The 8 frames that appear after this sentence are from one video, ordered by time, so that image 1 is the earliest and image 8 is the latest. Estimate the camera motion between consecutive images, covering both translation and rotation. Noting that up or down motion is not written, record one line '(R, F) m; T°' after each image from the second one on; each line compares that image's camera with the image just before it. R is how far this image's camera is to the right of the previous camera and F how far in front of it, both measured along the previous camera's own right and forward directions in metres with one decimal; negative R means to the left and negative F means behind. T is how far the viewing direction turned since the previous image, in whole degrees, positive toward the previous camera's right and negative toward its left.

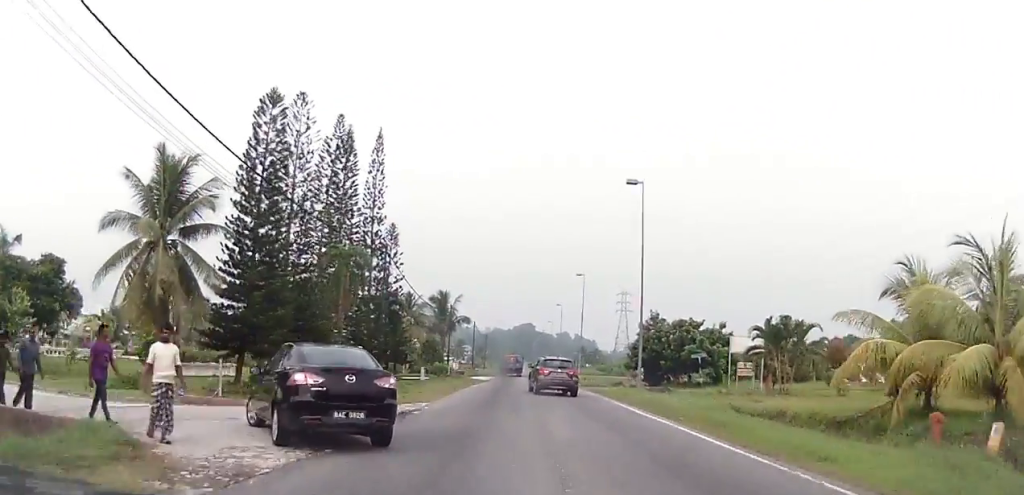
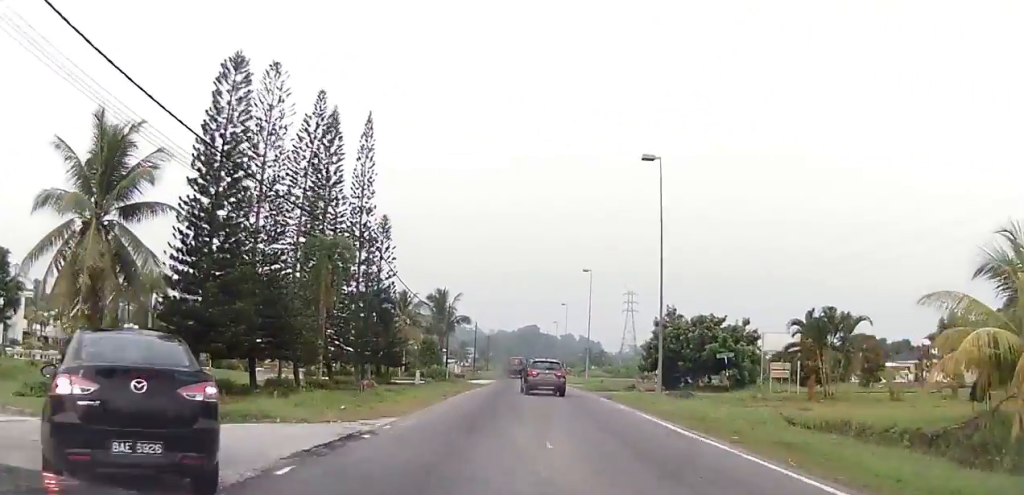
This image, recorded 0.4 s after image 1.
(-0.1, +5.0) m; -1°
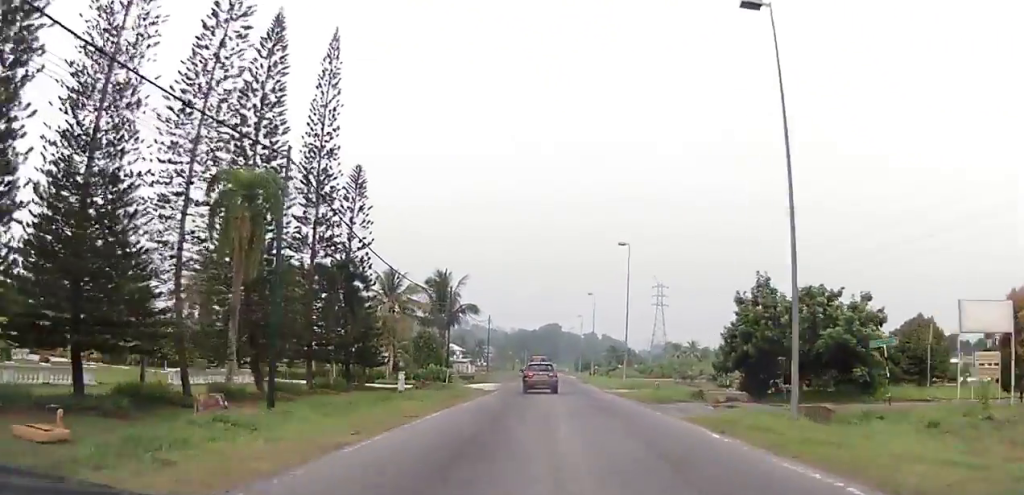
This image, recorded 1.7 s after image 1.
(0.0, +15.9) m; 0°
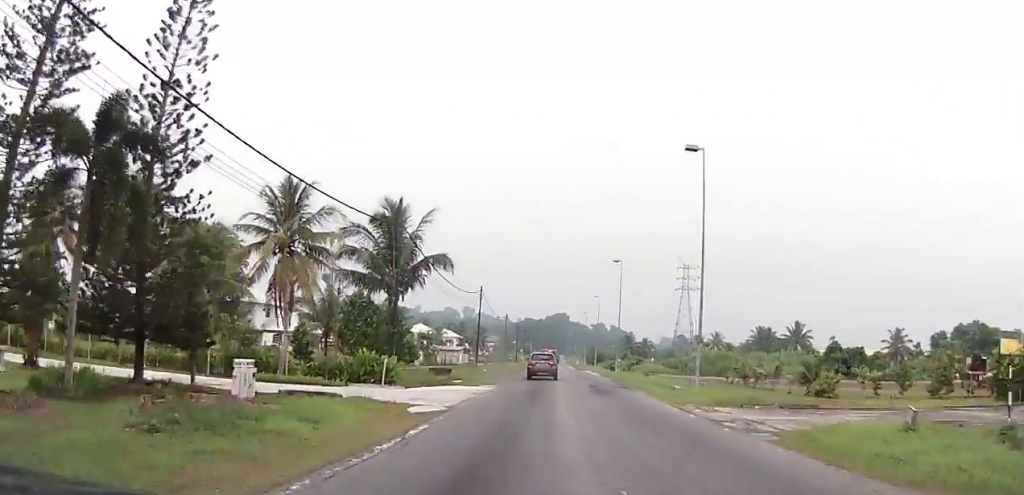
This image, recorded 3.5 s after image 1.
(-0.6, +25.4) m; -3°
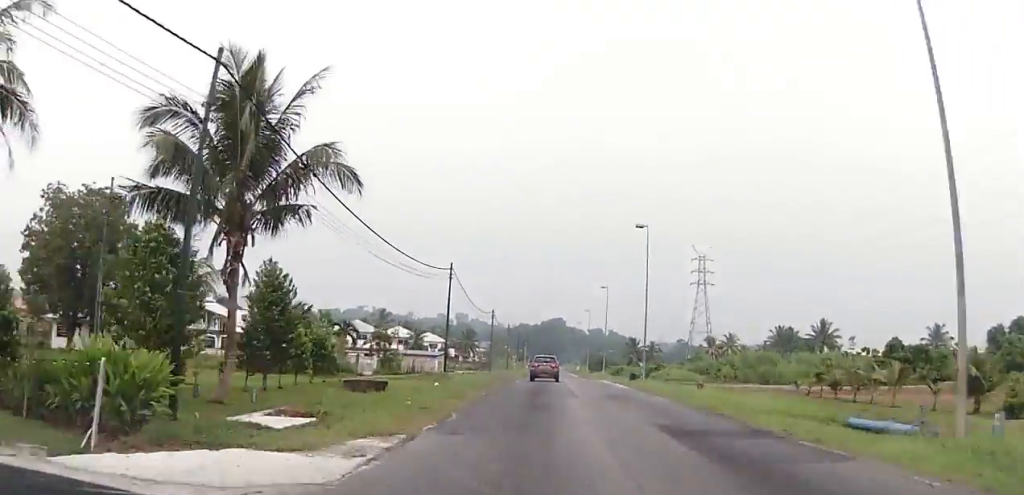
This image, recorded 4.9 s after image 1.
(+0.5, +21.9) m; +2°
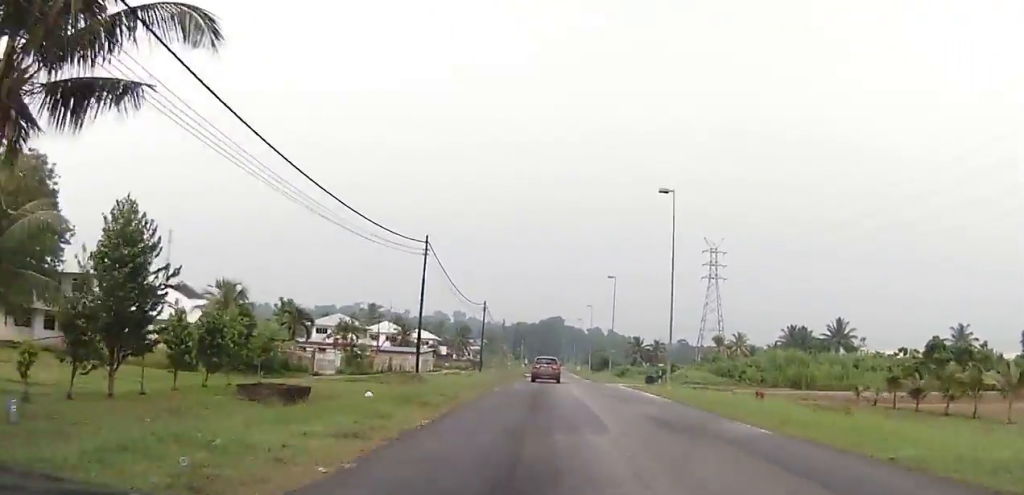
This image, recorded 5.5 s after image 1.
(+0.3, +11.2) m; 0°
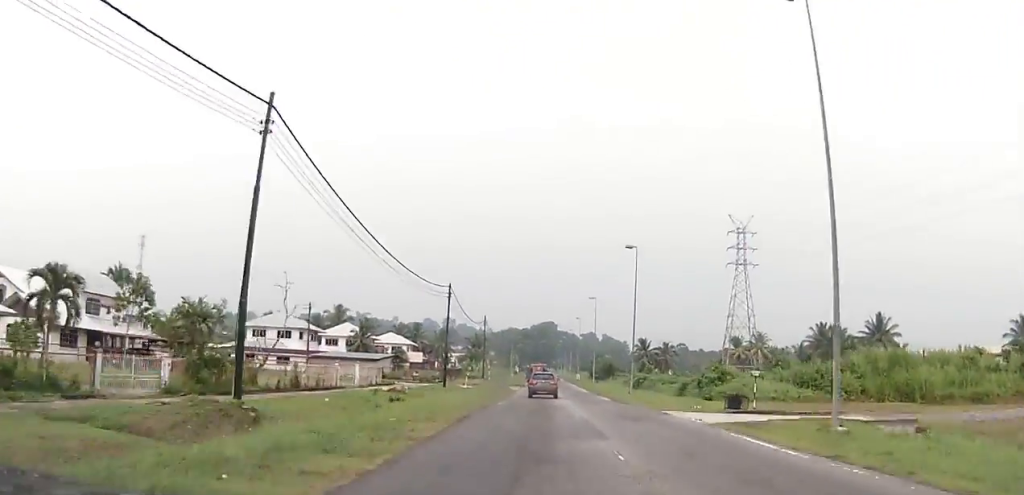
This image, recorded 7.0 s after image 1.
(-0.2, +25.3) m; 0°
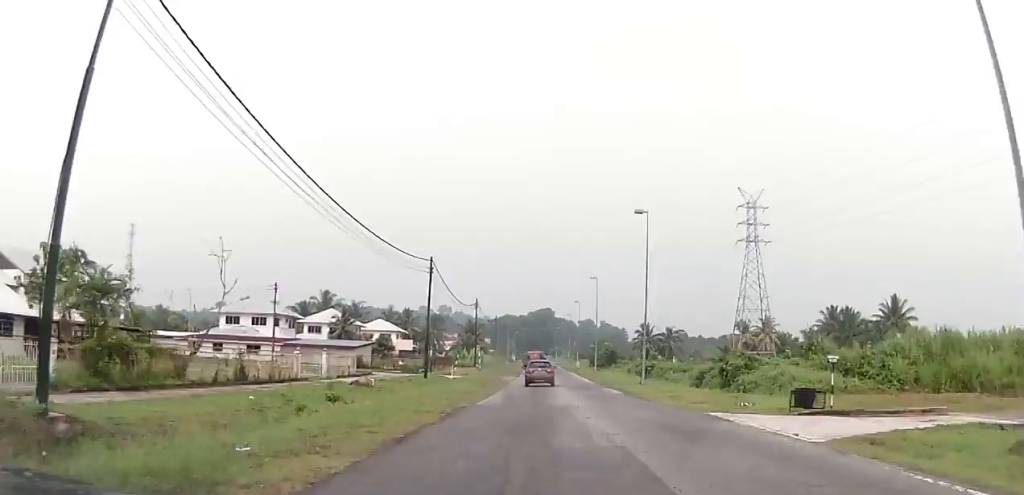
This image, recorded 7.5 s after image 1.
(+0.3, +8.1) m; 0°
